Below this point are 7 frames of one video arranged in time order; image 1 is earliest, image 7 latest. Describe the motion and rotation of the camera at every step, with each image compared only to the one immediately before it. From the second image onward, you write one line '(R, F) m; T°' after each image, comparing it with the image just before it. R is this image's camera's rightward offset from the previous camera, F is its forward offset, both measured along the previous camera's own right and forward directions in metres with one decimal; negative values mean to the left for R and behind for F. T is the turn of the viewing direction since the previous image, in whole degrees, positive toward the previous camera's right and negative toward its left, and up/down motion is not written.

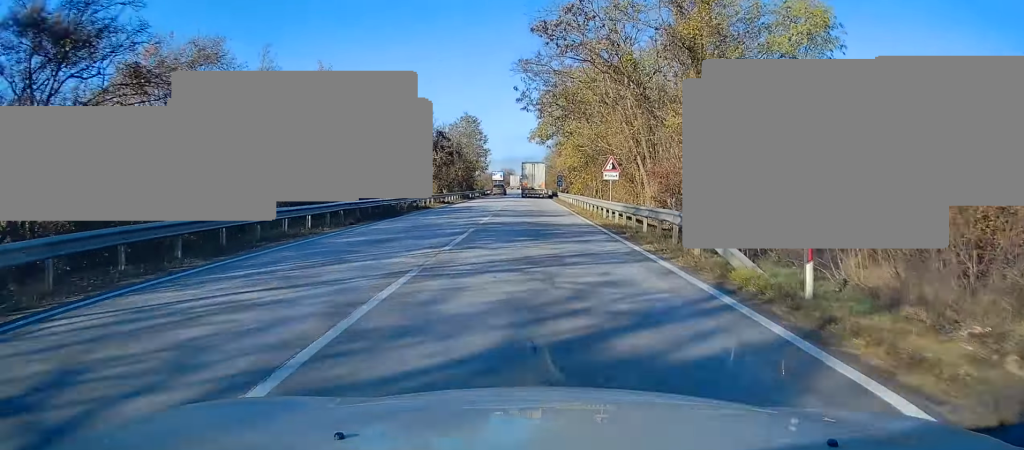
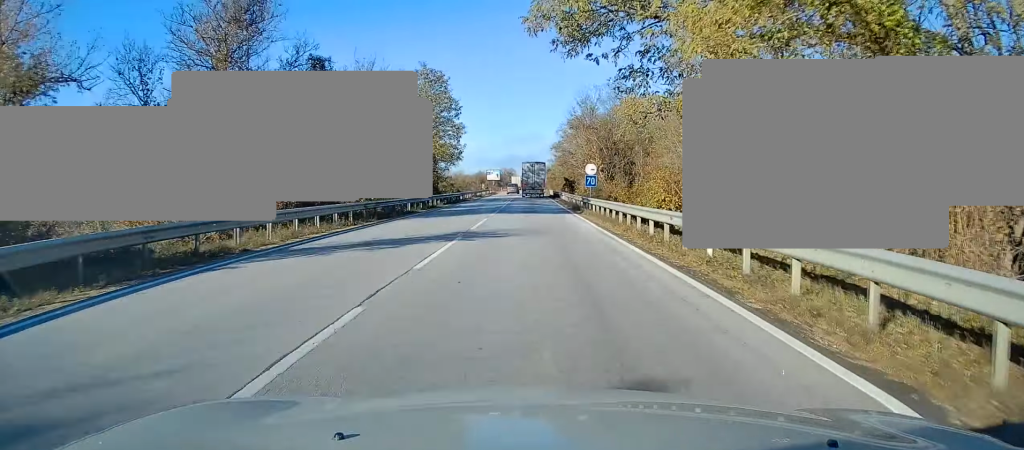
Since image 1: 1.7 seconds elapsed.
(+0.1, +39.0) m; +1°
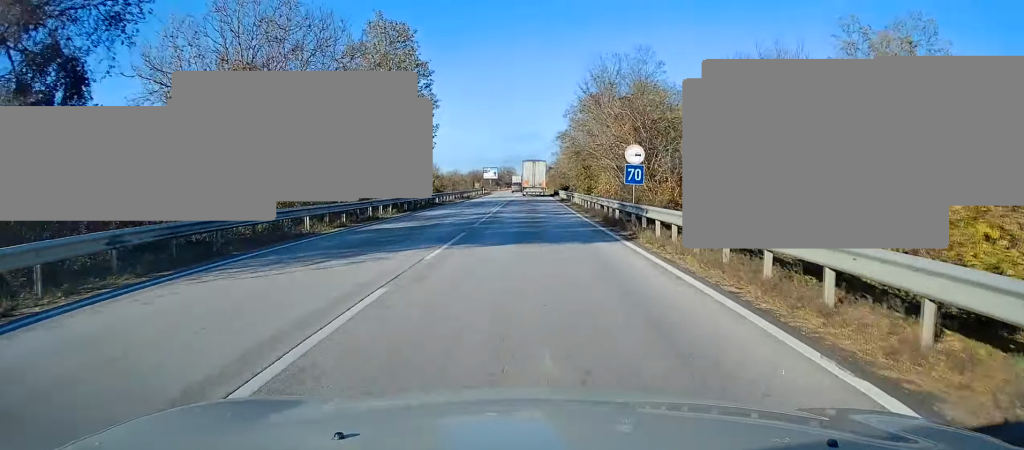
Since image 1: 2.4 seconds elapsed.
(0.0, +16.9) m; 0°
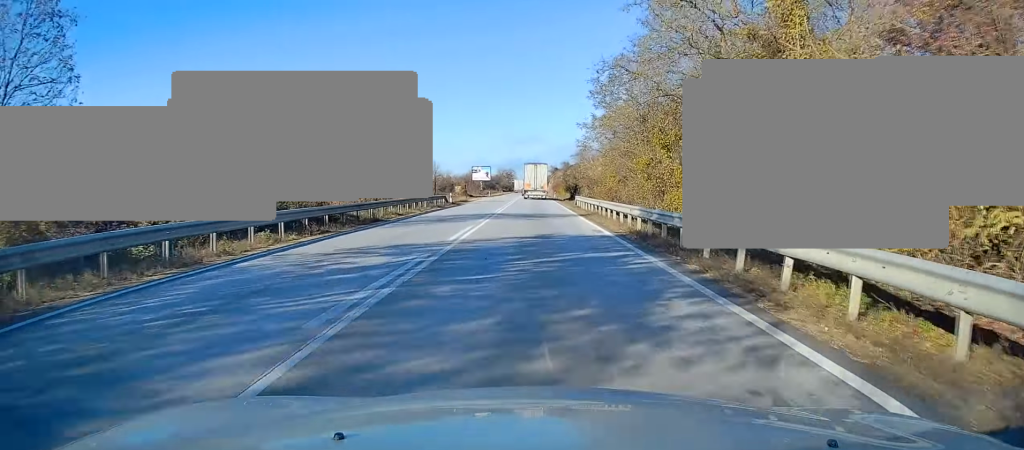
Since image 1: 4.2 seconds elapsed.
(0.0, +40.5) m; 0°
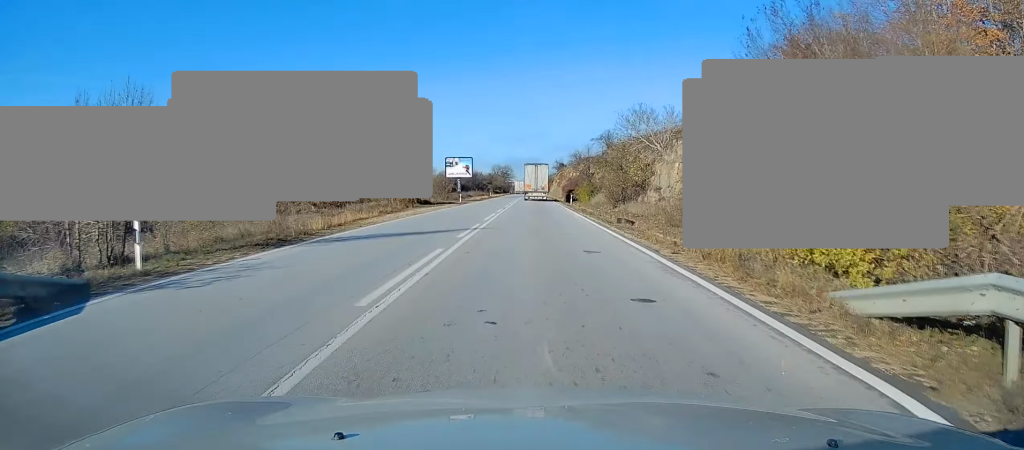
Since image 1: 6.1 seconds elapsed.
(-0.3, +44.6) m; -1°
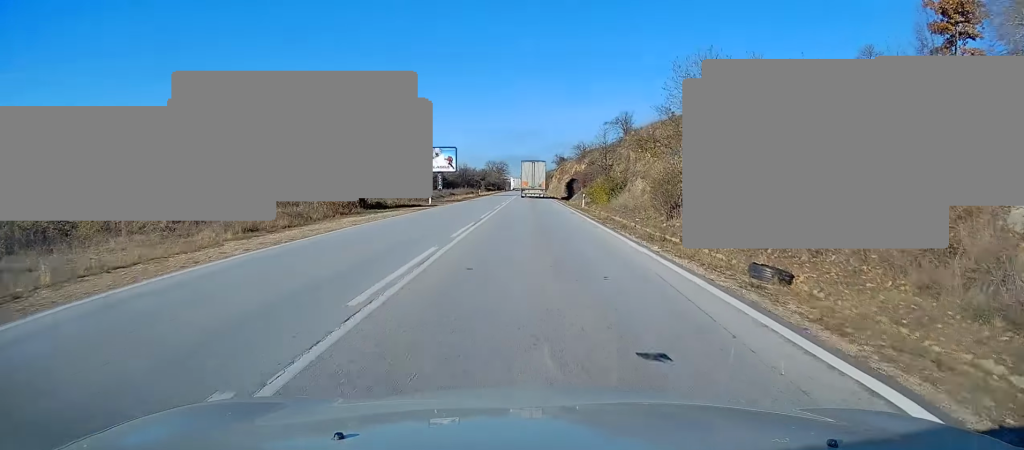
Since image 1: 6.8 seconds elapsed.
(-0.3, +18.0) m; +1°
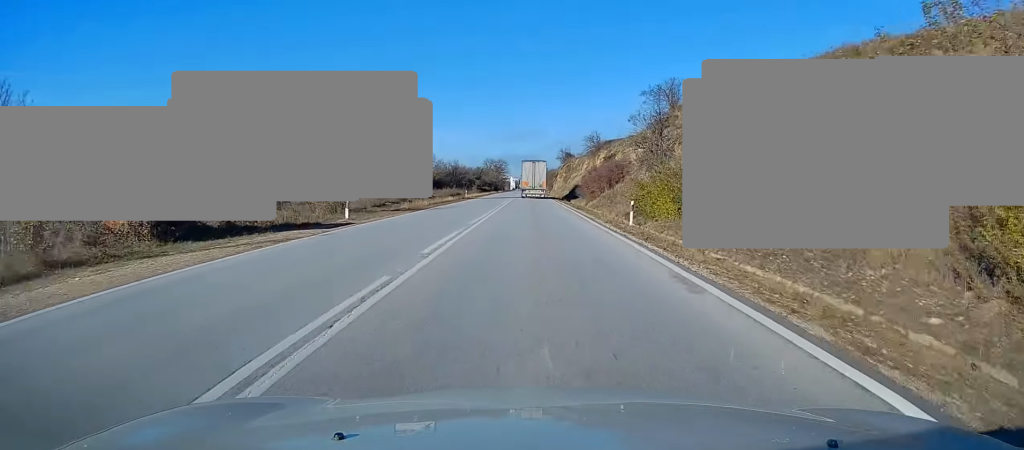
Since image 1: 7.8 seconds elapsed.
(+0.9, +21.8) m; 0°
